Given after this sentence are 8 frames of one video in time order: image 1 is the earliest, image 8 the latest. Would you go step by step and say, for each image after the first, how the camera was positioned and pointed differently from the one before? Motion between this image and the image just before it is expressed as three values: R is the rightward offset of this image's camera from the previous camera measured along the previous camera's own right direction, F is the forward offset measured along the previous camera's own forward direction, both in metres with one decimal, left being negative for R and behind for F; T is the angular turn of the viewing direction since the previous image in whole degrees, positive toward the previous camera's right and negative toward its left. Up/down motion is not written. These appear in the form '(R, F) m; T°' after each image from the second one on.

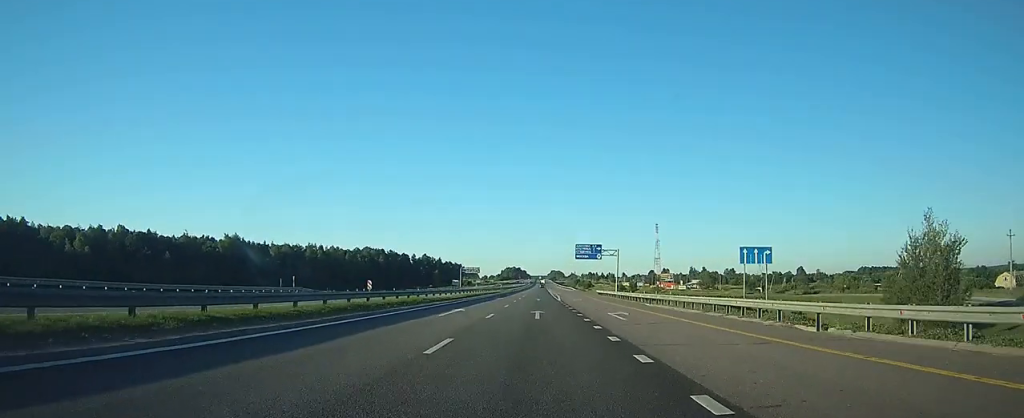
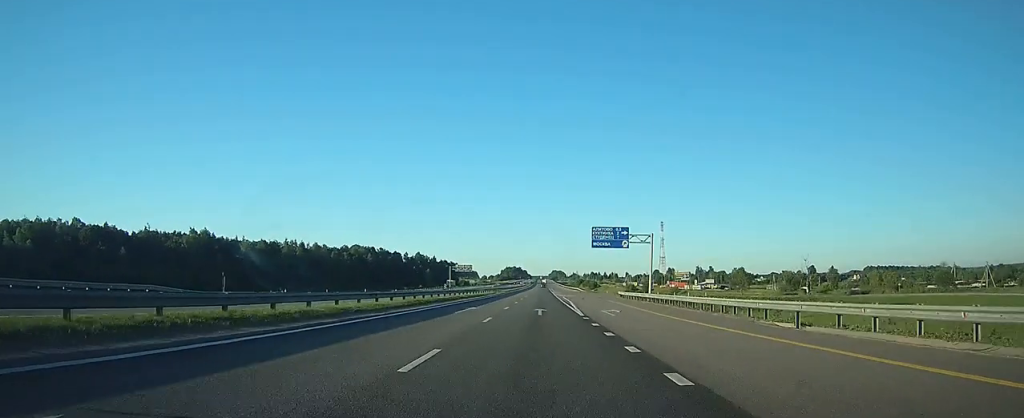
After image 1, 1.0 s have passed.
(+0.1, +26.0) m; 0°
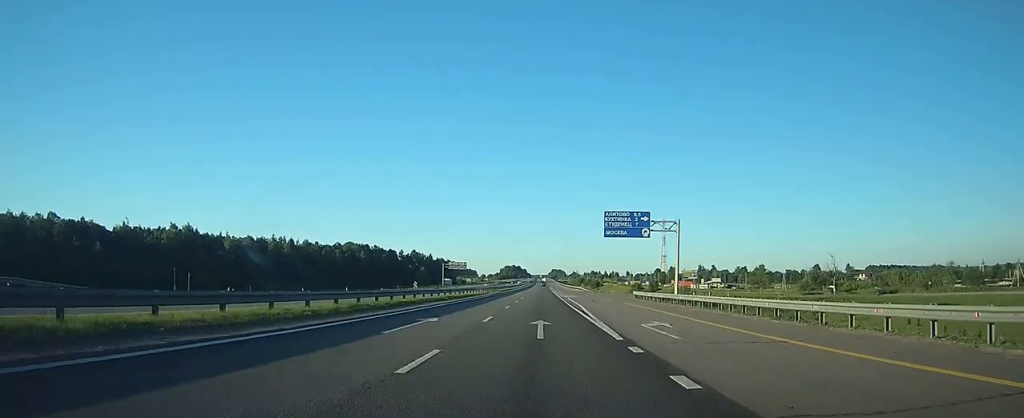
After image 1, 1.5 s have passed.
(0.0, +12.2) m; 0°
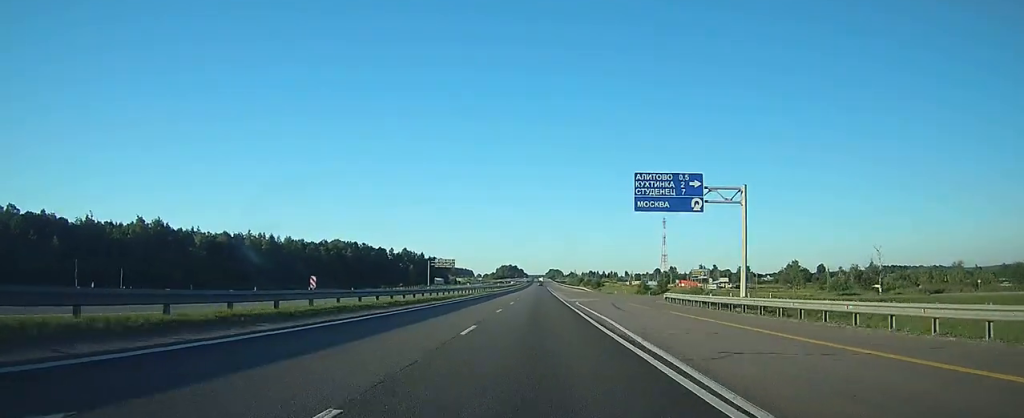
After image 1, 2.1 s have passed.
(0.0, +17.4) m; 0°
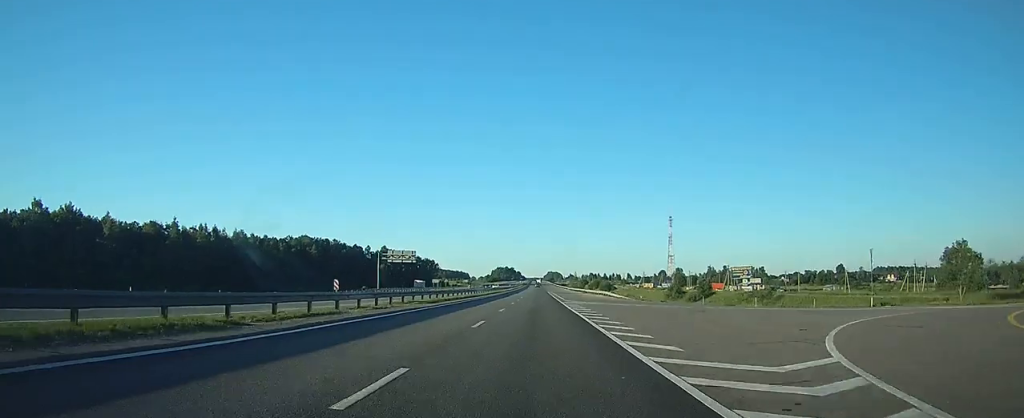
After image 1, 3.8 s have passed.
(0.0, +44.6) m; 0°
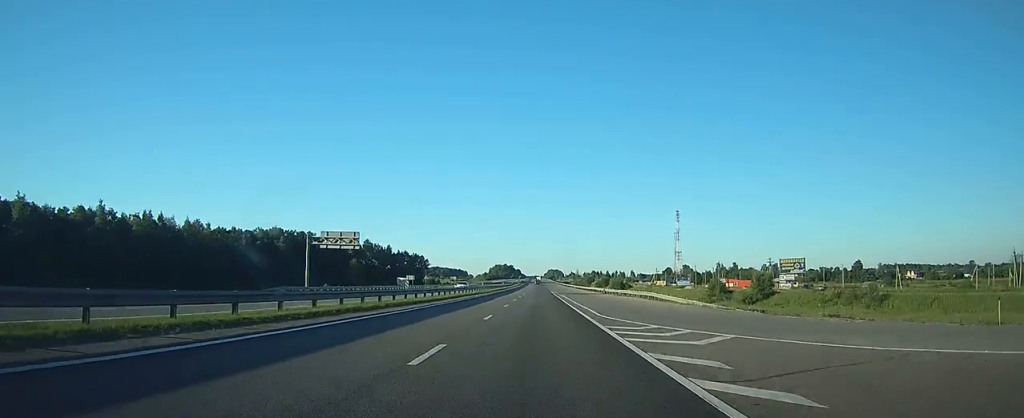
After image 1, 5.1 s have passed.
(0.0, +32.4) m; 0°
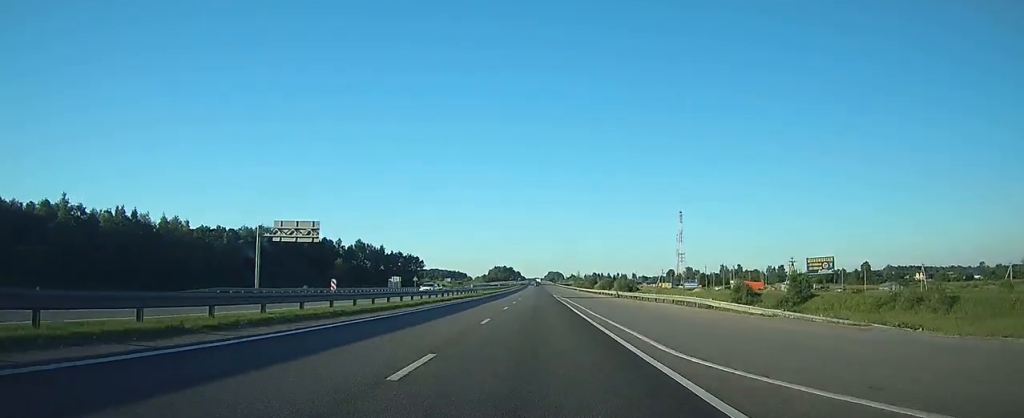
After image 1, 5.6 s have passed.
(0.0, +13.2) m; 0°
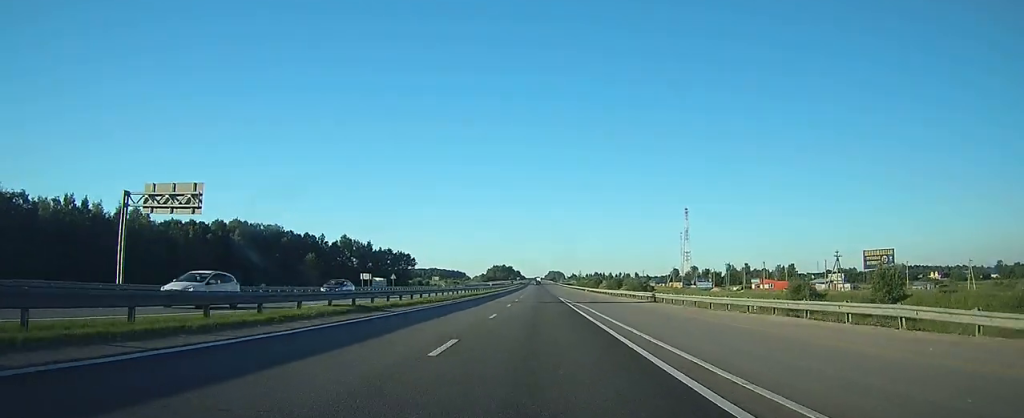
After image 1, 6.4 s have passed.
(0.0, +21.2) m; 0°
